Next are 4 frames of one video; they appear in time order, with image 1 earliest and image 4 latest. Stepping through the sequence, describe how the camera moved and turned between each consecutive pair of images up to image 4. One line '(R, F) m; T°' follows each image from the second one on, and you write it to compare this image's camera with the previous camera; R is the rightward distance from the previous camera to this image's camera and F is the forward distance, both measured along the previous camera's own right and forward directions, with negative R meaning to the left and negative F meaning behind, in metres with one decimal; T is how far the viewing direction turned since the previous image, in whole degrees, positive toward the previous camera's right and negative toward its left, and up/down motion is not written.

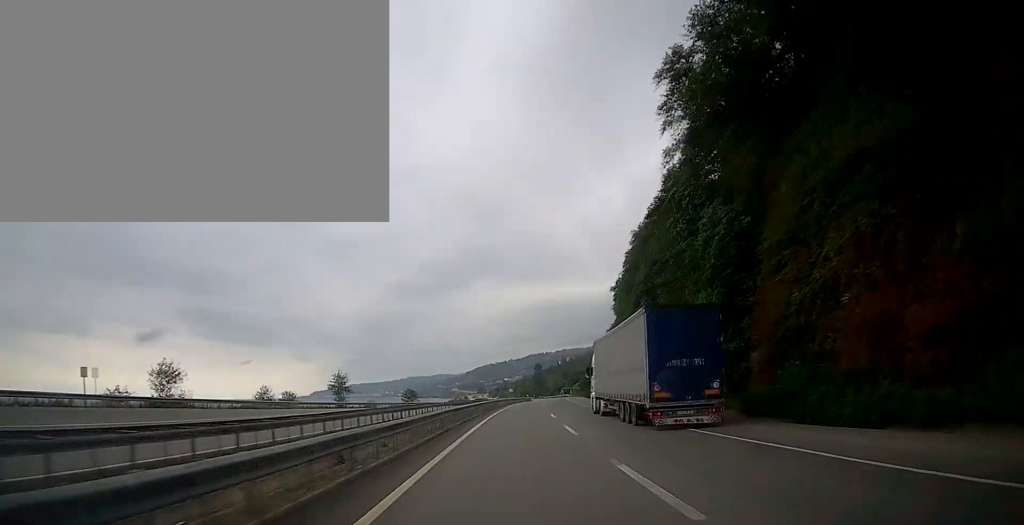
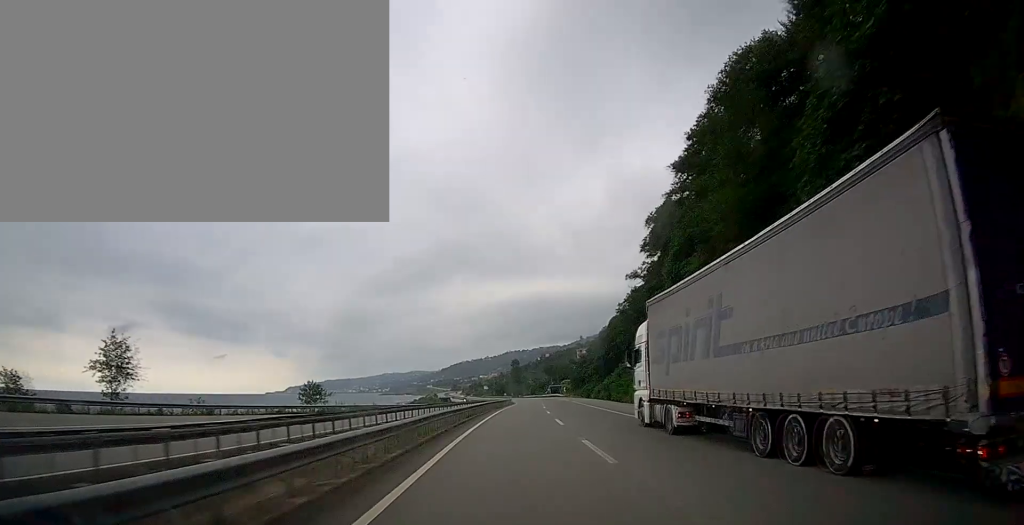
(+1.3, +42.5) m; +3°
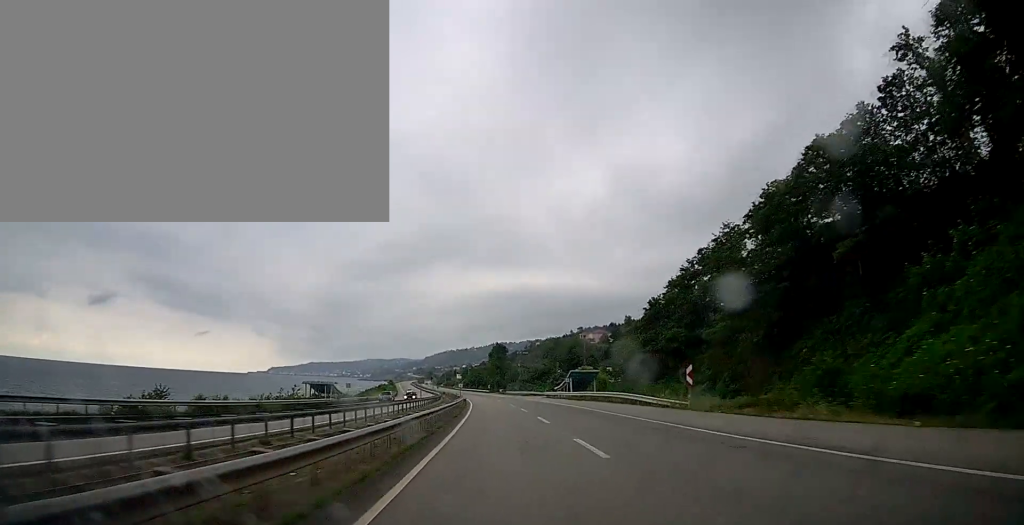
(+2.8, +94.3) m; +2°
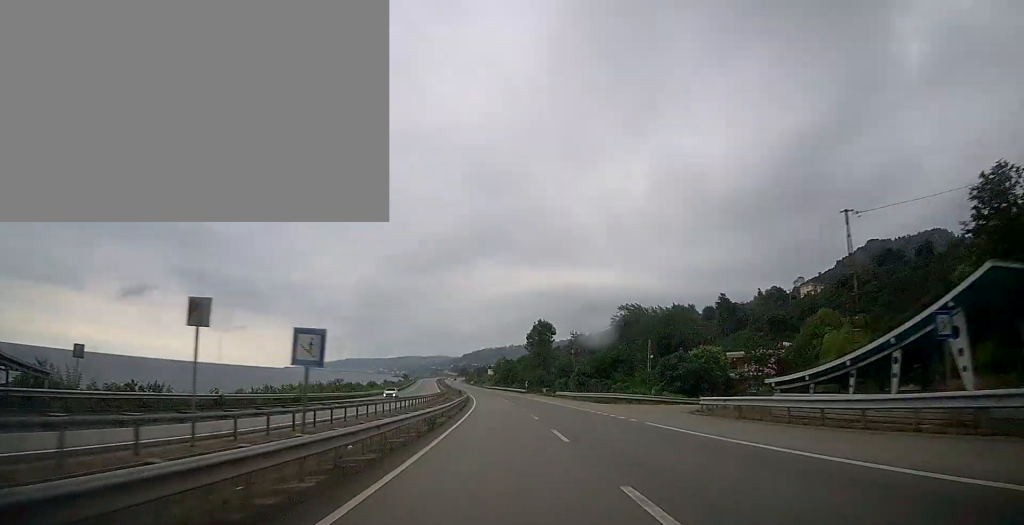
(-1.1, +55.6) m; -3°
